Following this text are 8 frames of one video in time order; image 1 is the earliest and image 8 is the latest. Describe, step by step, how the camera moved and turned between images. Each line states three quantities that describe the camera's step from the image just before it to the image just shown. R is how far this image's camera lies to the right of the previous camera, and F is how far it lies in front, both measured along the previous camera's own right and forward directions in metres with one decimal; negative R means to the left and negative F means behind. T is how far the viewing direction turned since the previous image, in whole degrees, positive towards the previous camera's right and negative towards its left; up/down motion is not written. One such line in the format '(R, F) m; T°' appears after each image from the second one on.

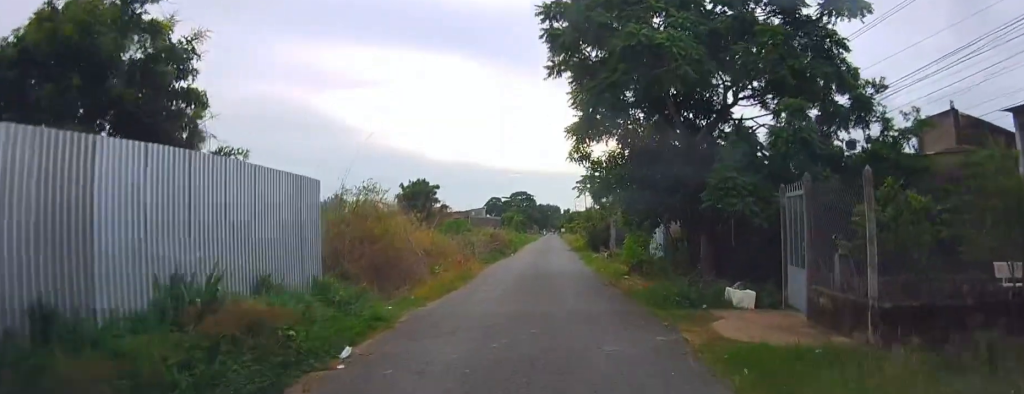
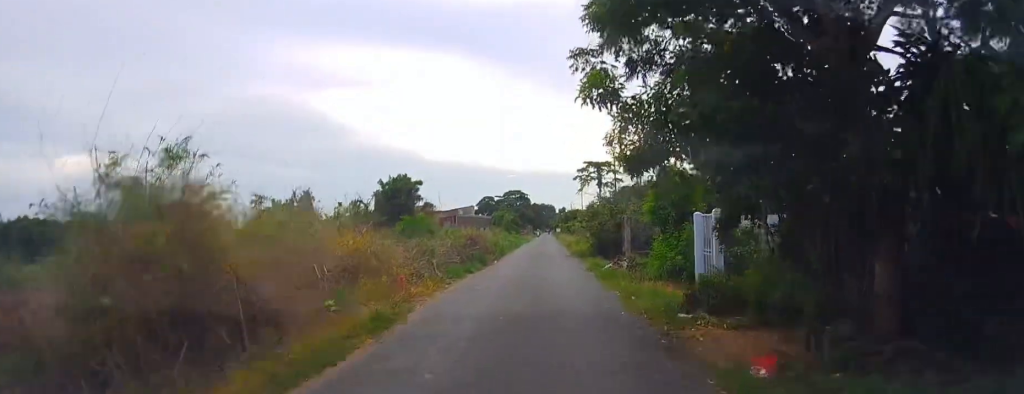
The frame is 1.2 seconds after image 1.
(+0.4, +9.0) m; +2°
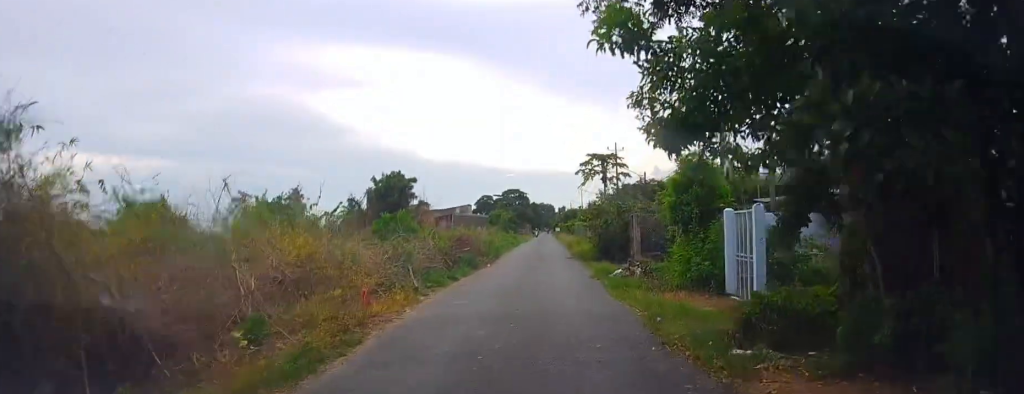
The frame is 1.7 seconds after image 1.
(-0.1, +3.3) m; 0°
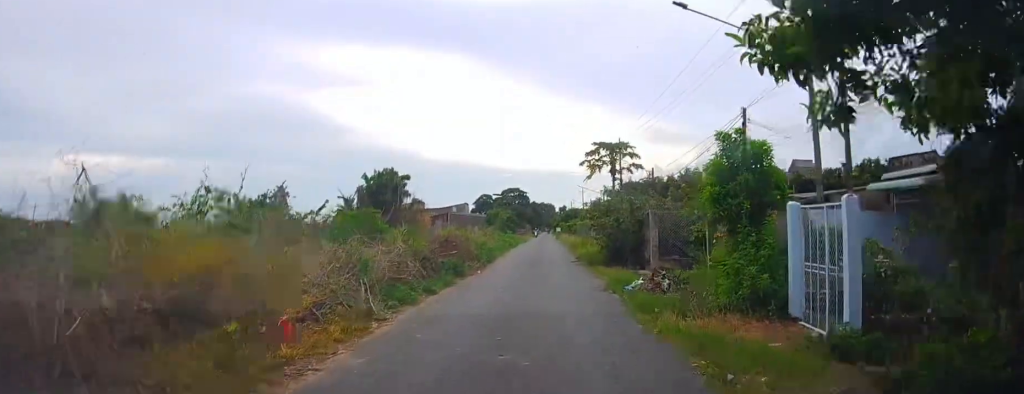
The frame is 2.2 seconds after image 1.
(0.0, +4.0) m; +1°
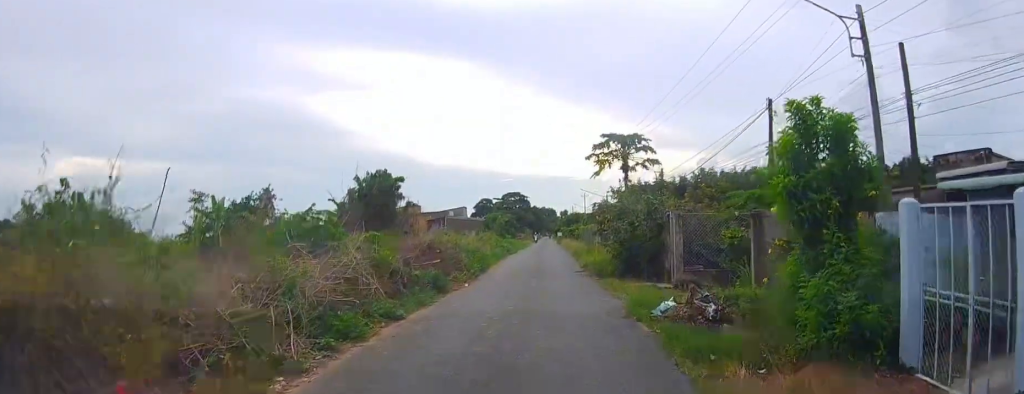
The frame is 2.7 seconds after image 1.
(-0.1, +3.7) m; +3°
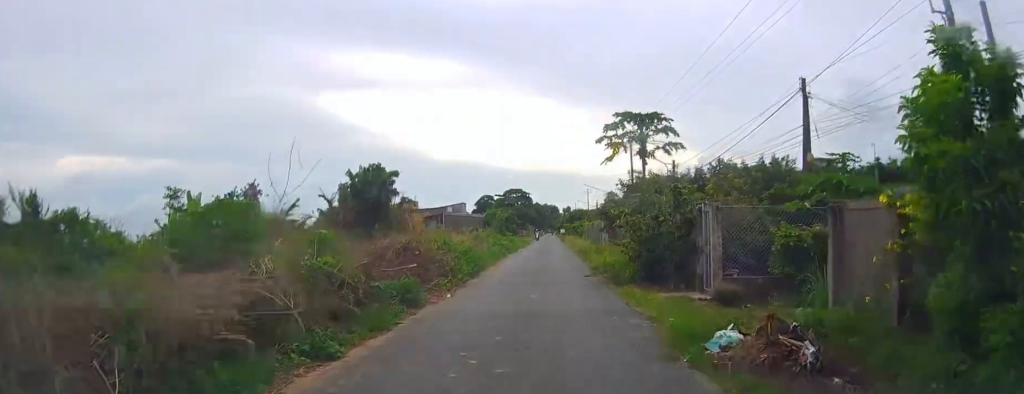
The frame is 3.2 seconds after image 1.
(0.0, +3.9) m; +1°
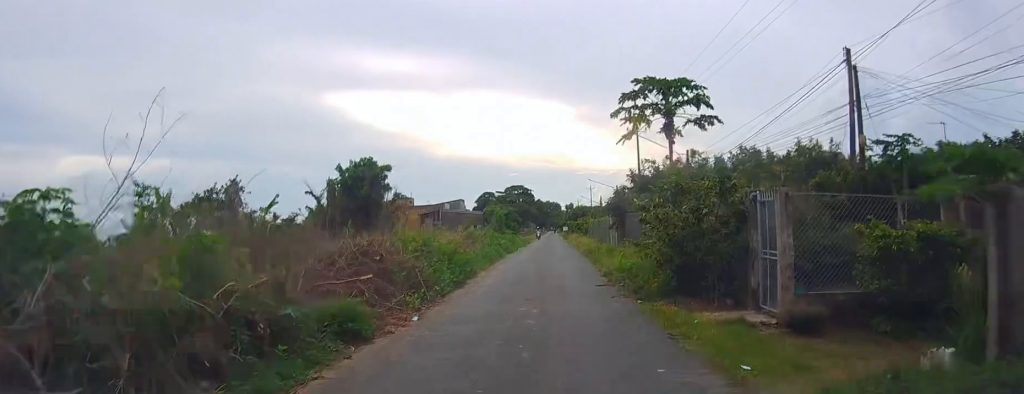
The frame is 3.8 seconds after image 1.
(+0.4, +3.7) m; -1°
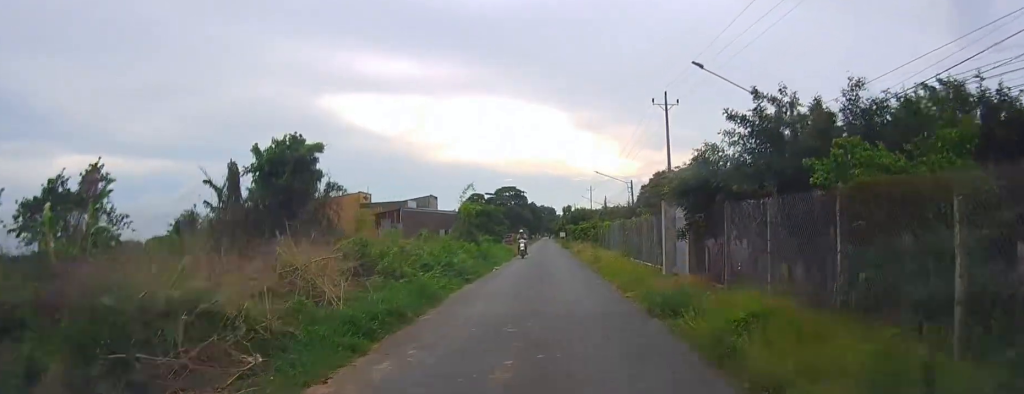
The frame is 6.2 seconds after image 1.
(-1.0, +18.8) m; -1°
